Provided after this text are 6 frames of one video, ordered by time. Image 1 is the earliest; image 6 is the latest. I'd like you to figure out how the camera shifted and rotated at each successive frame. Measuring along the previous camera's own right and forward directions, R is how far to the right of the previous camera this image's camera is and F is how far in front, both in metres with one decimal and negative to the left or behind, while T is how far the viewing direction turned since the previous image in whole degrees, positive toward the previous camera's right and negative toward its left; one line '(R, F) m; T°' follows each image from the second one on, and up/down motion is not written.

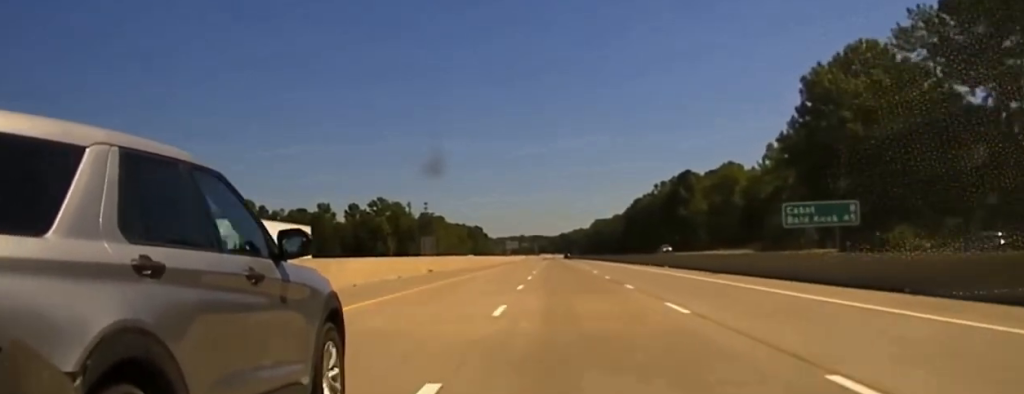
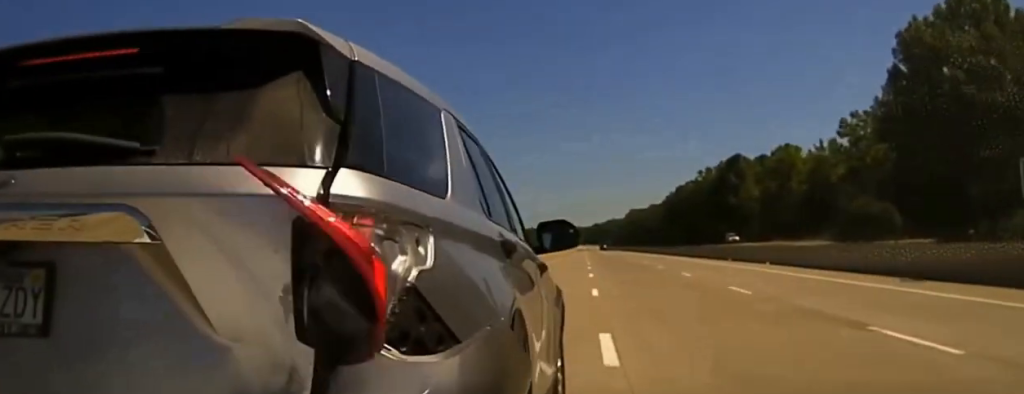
(0.0, +18.9) m; 0°
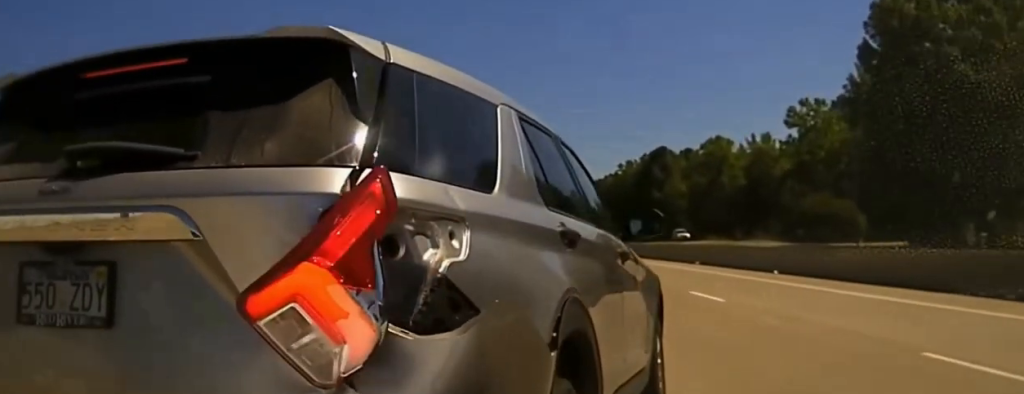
(+0.1, +14.1) m; 0°
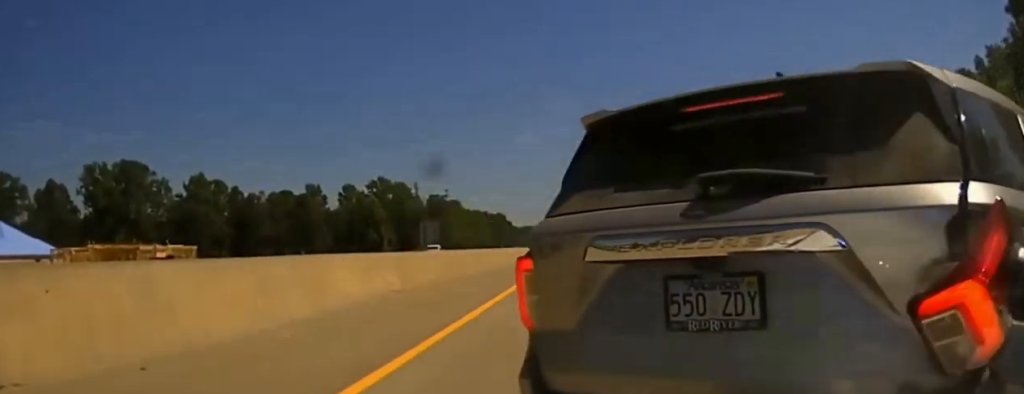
(0.0, +16.4) m; +1°
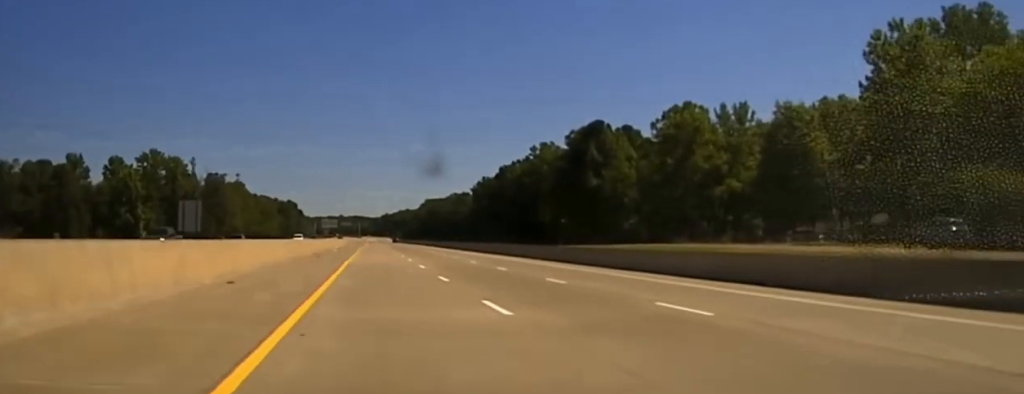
(+1.6, +32.1) m; +10°
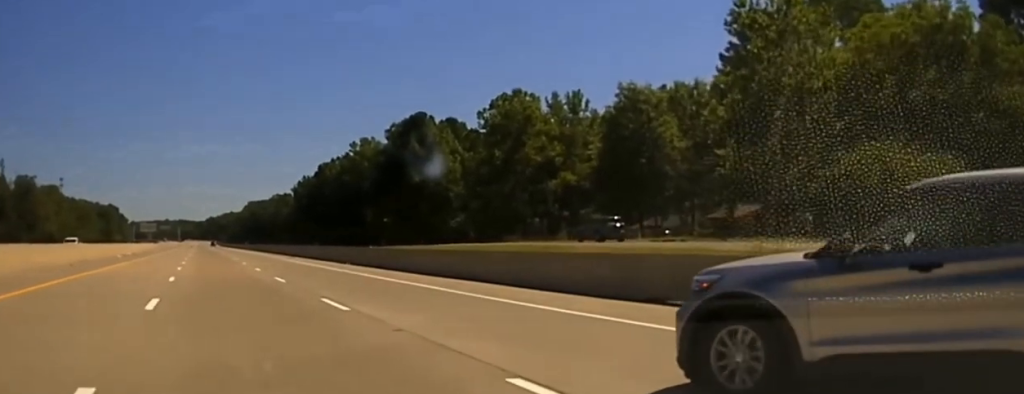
(+1.2, +12.1) m; +9°
